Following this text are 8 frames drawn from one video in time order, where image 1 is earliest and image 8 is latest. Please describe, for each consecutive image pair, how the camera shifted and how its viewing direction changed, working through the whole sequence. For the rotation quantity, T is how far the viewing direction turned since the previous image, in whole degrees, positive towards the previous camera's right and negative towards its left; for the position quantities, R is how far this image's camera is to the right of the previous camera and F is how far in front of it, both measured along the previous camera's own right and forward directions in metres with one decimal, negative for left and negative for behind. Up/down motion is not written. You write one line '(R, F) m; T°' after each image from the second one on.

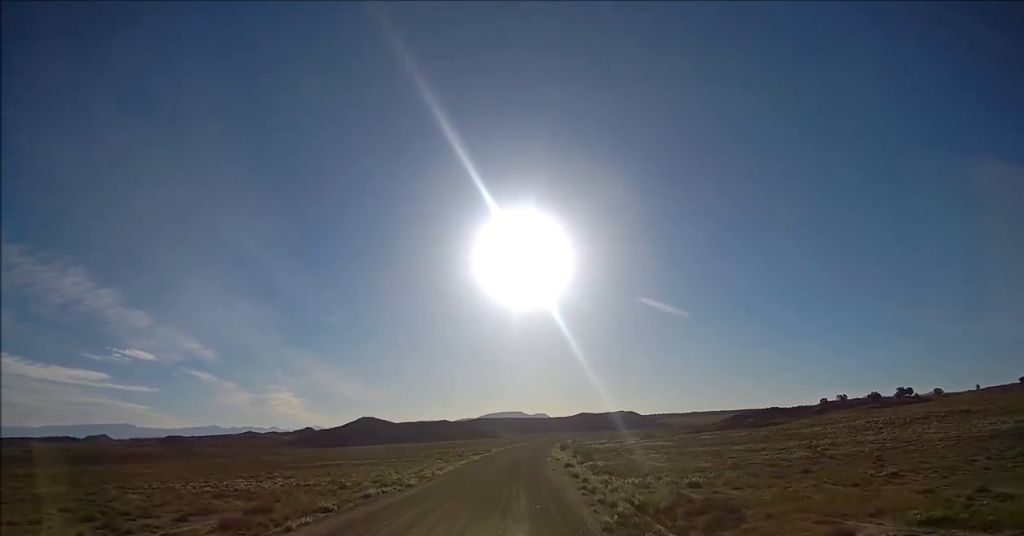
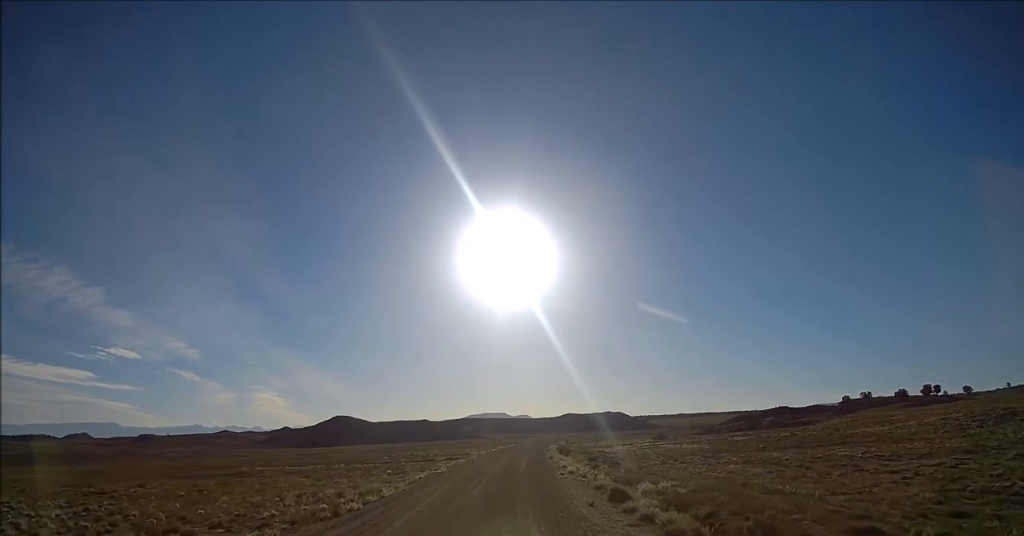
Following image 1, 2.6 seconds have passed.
(-0.3, +26.4) m; 0°
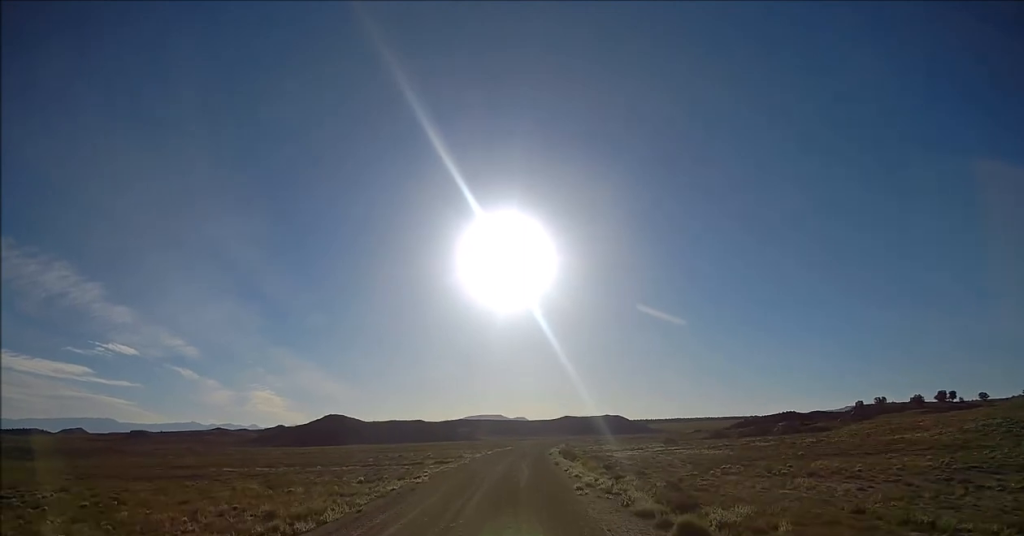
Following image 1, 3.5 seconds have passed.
(+0.1, +9.6) m; +1°
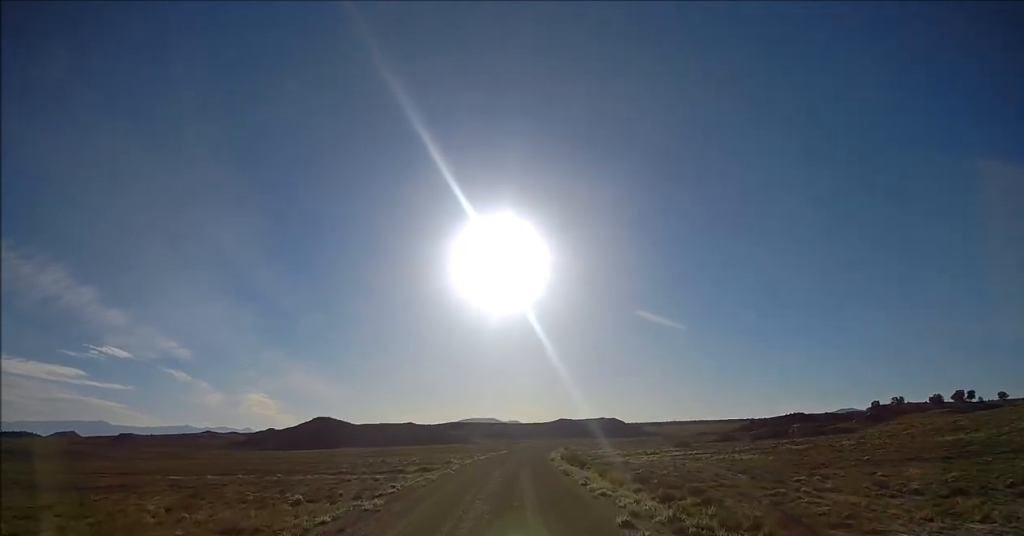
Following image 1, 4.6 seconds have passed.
(+0.1, +11.7) m; 0°
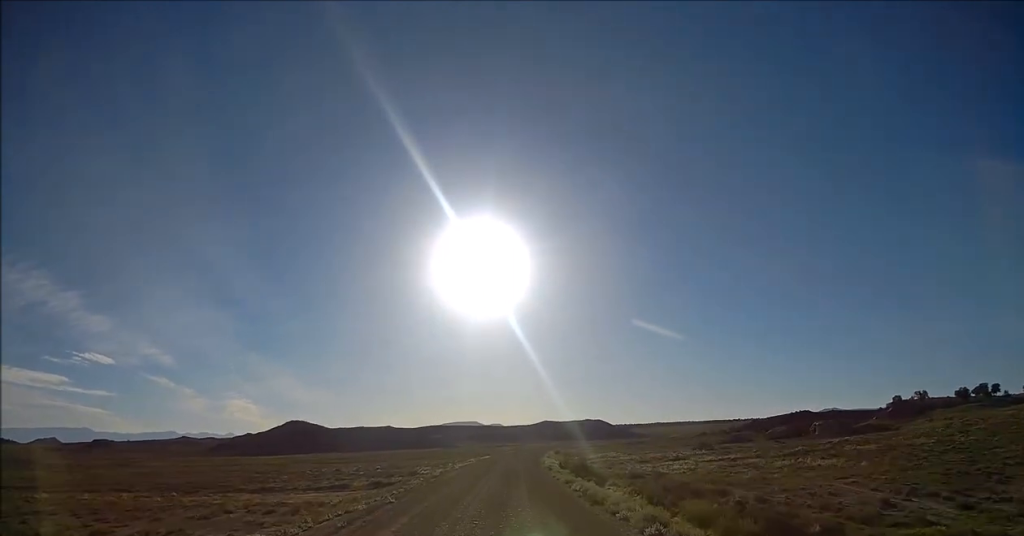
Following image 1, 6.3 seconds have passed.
(+0.1, +19.0) m; +1°
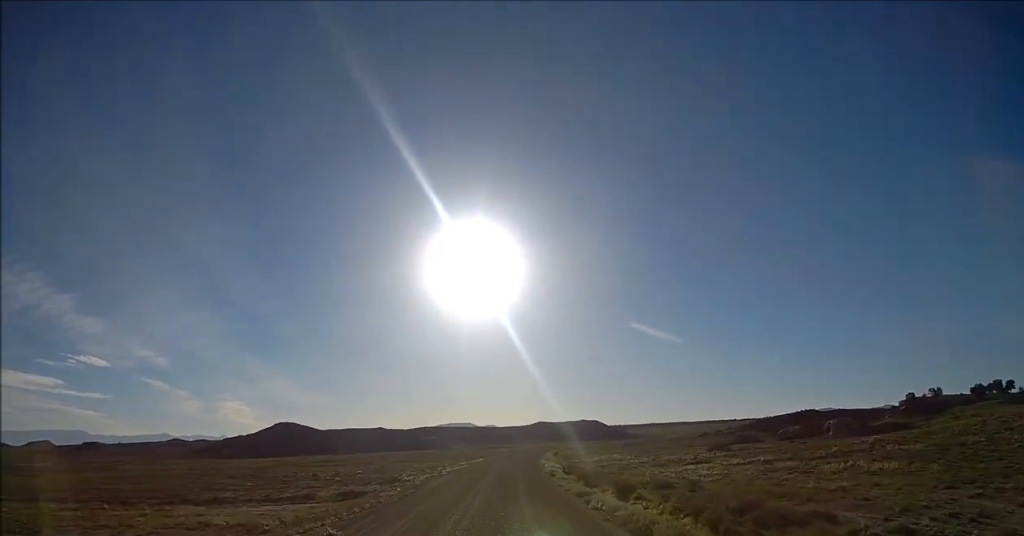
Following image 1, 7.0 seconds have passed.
(0.0, +8.8) m; +1°
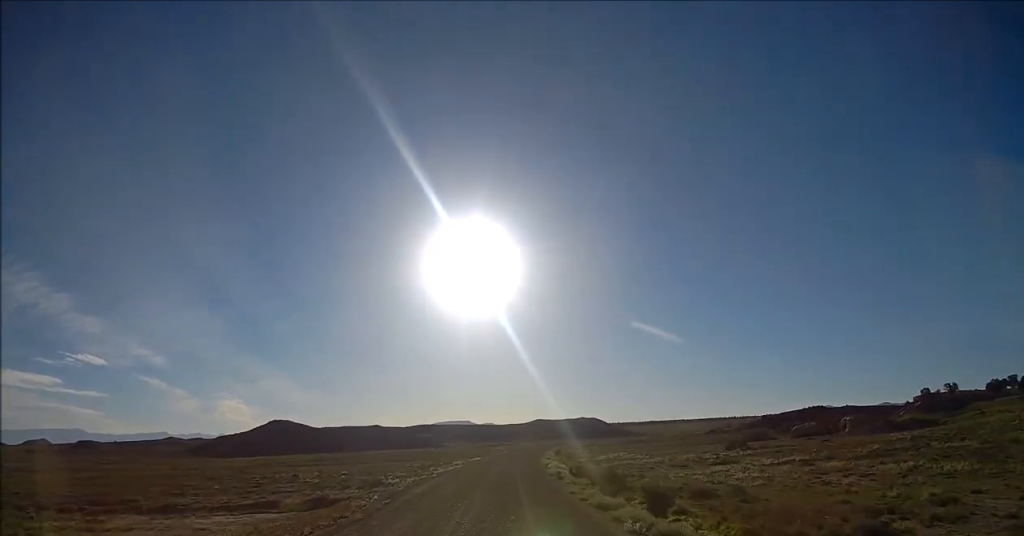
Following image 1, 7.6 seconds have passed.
(+0.1, +7.0) m; 0°
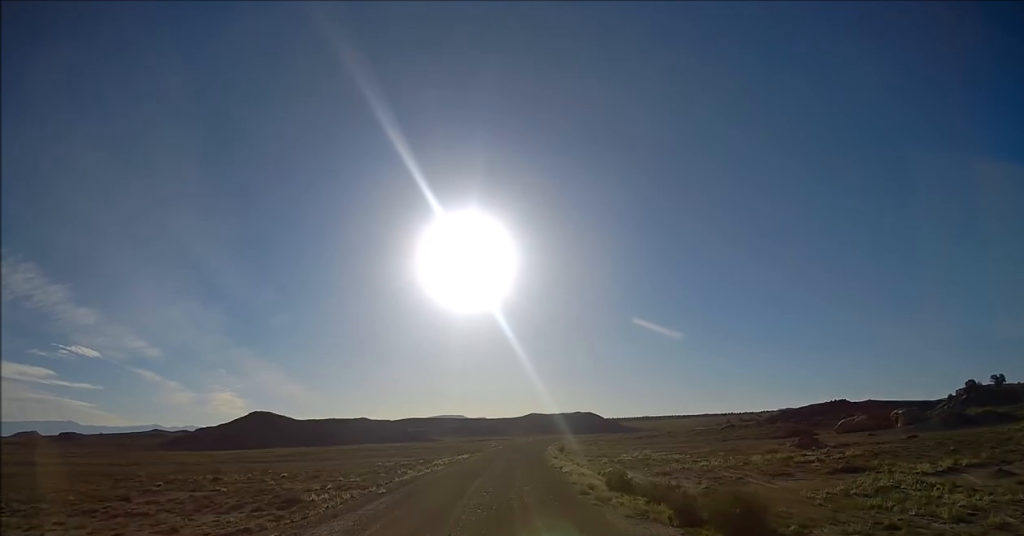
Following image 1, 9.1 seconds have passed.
(0.0, +18.3) m; 0°
